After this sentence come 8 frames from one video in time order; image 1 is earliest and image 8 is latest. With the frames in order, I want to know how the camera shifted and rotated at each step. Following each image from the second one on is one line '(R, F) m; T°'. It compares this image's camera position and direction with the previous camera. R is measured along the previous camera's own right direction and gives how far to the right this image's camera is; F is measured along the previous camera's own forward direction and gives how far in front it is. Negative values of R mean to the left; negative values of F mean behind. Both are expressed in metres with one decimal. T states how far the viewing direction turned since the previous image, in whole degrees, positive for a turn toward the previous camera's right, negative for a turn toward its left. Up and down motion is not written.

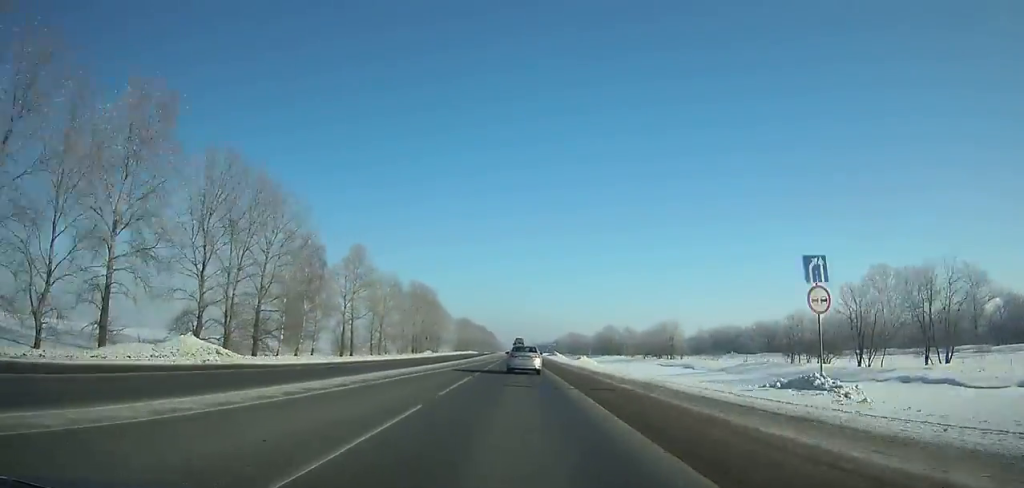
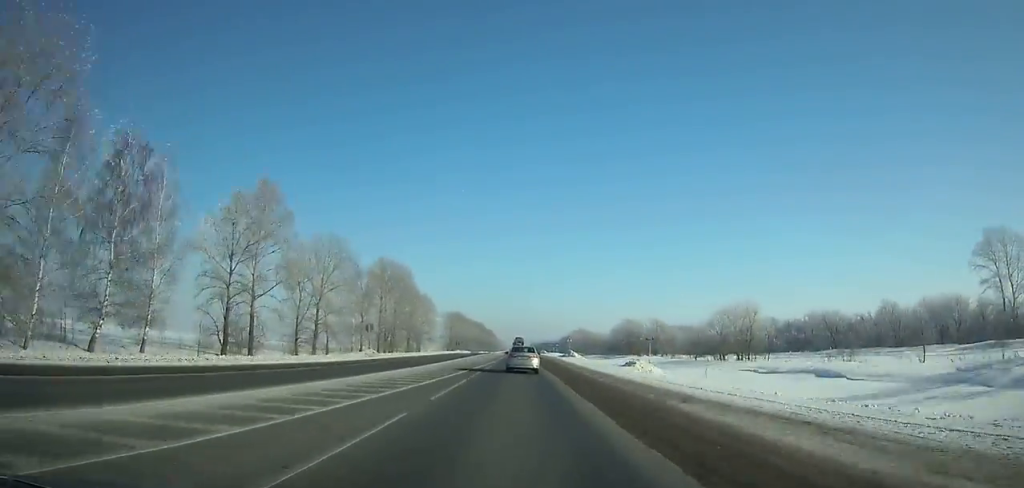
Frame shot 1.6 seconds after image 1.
(-0.2, +37.0) m; 0°
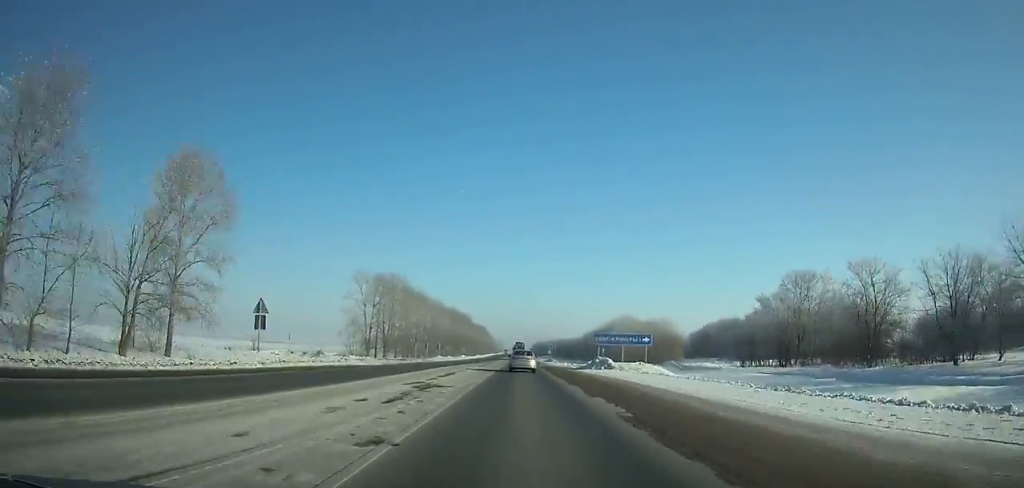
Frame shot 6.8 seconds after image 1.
(-0.1, +120.8) m; 0°
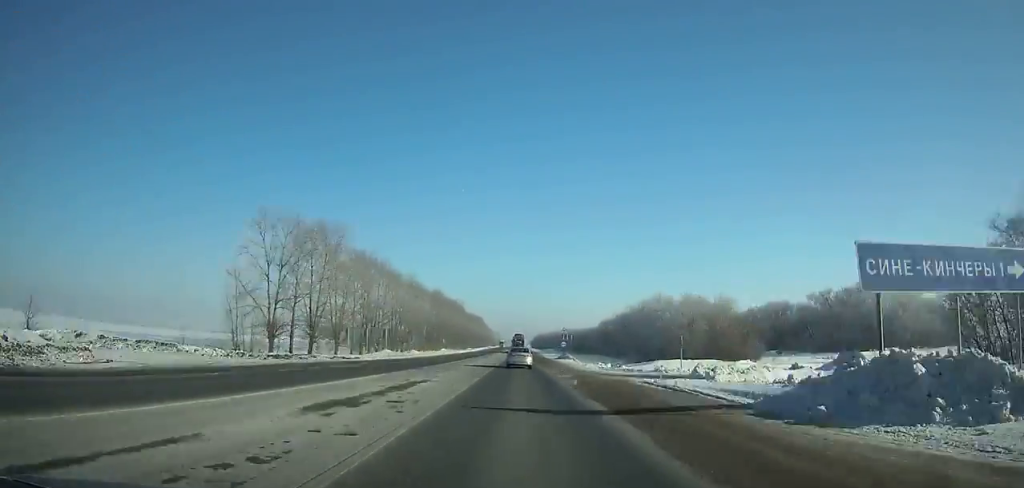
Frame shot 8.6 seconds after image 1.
(0.0, +42.3) m; 0°
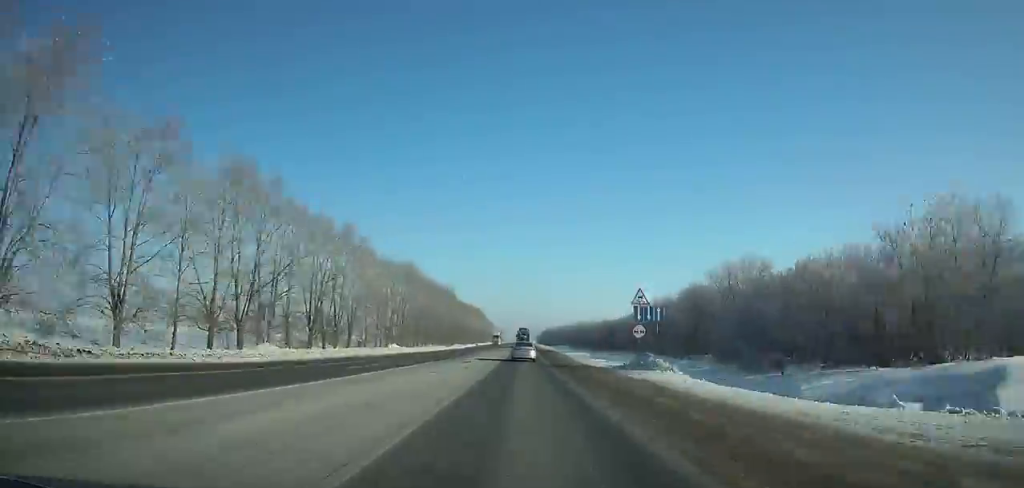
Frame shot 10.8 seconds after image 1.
(-0.1, +52.4) m; 0°
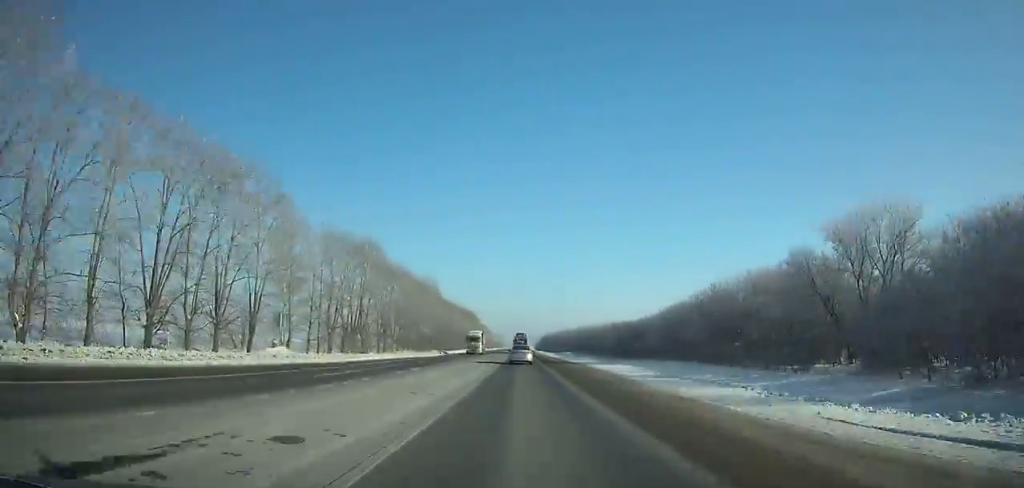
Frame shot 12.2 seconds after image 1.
(0.0, +33.5) m; 0°
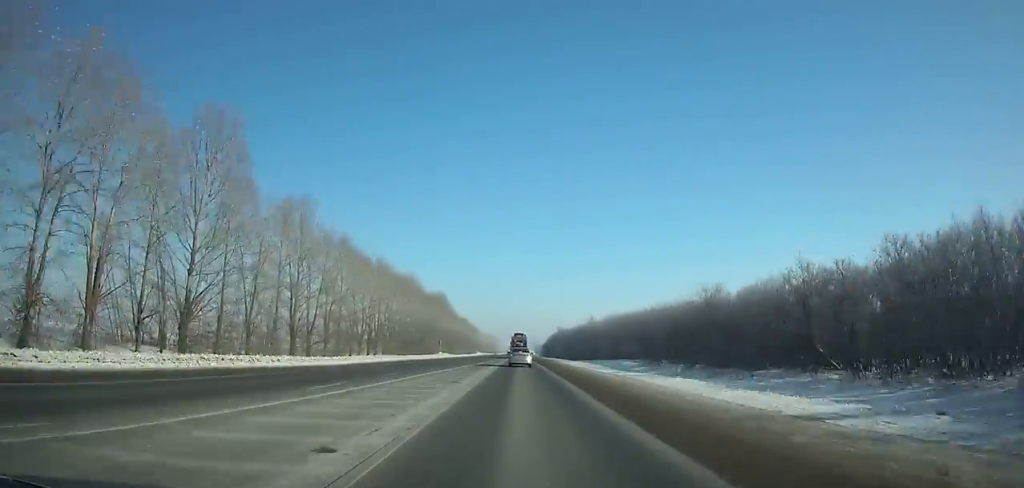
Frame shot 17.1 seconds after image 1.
(+0.2, +118.4) m; 0°
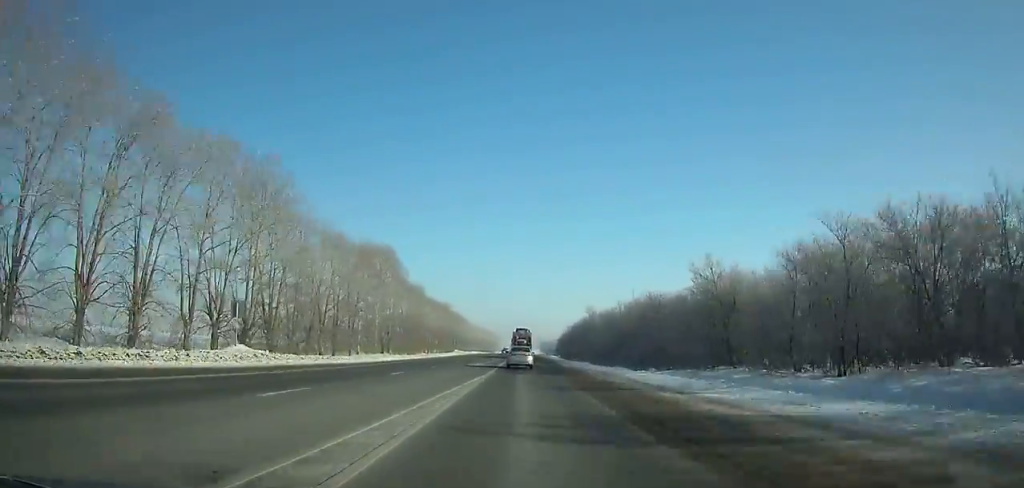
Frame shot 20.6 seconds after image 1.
(-0.1, +83.4) m; 0°
